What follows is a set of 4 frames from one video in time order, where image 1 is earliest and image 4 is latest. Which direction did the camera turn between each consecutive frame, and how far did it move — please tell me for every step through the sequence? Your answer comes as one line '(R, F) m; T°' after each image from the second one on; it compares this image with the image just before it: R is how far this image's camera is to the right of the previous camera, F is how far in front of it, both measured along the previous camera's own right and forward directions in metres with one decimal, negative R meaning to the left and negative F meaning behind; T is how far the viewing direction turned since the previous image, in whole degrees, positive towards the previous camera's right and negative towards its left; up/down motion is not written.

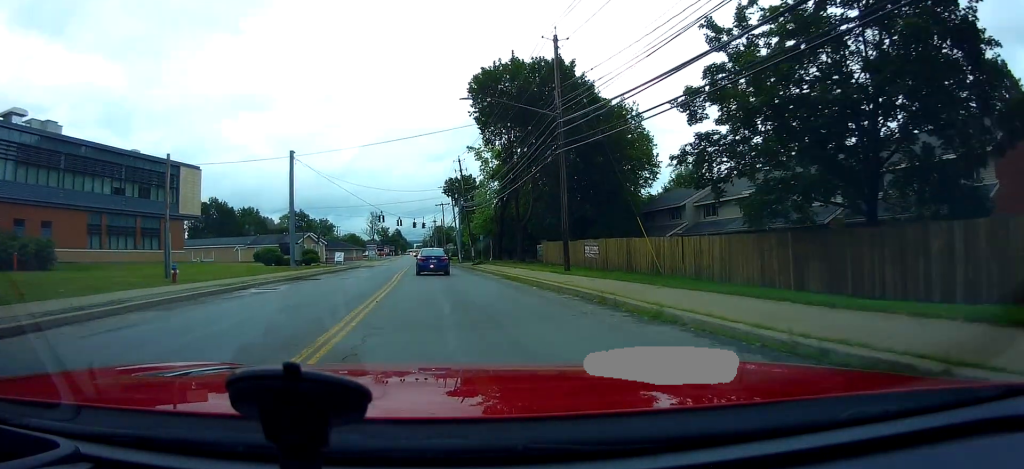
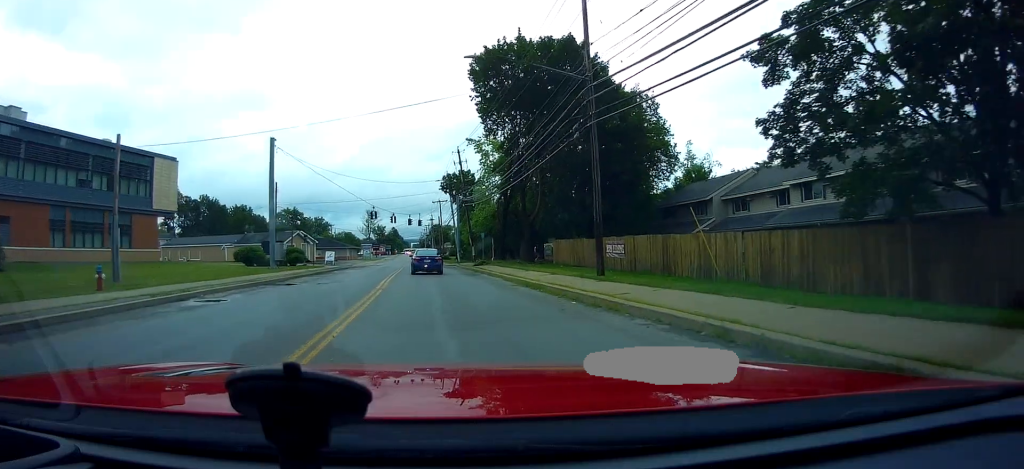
(0.0, +5.5) m; -1°
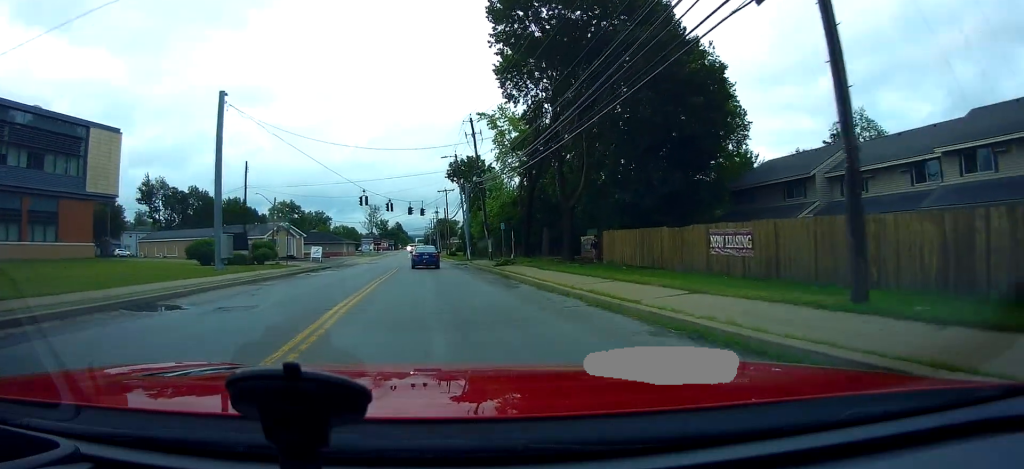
(-0.2, +12.7) m; +1°
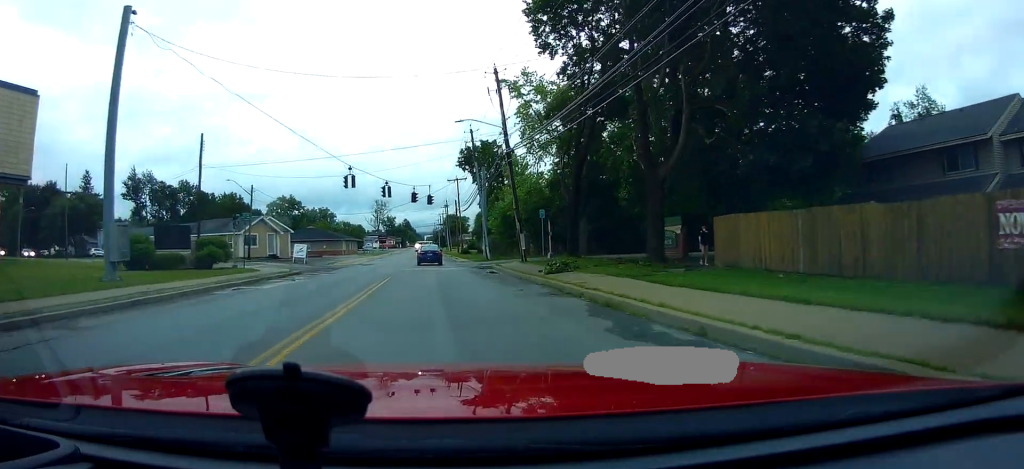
(+0.6, +12.8) m; +3°
